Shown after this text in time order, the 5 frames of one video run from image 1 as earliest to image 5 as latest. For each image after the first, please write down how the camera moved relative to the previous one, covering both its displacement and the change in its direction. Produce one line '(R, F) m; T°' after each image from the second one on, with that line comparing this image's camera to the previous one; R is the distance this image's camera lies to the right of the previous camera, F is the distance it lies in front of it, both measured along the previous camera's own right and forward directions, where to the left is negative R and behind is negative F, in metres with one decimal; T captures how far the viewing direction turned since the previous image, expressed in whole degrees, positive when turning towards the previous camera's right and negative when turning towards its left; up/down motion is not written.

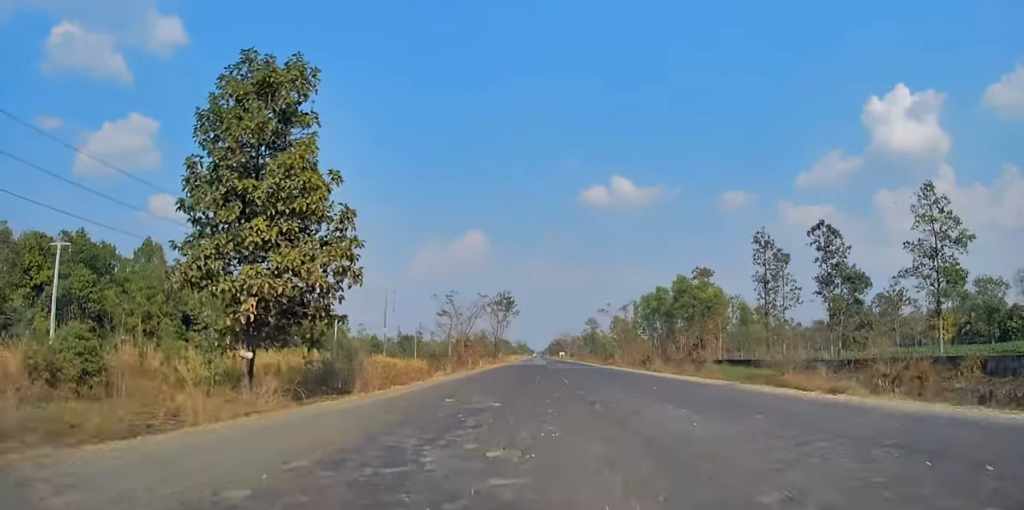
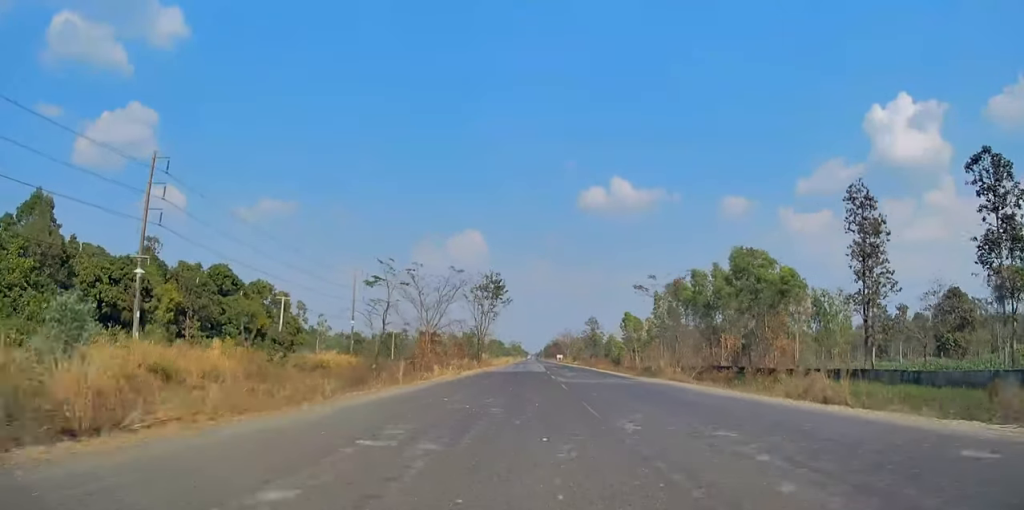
(+0.2, +25.4) m; 0°
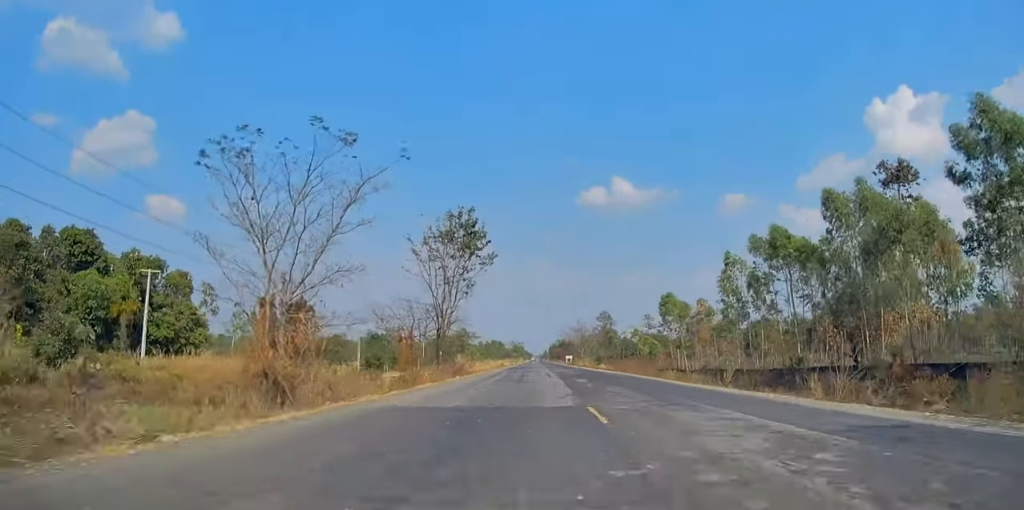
(-0.1, +36.8) m; 0°
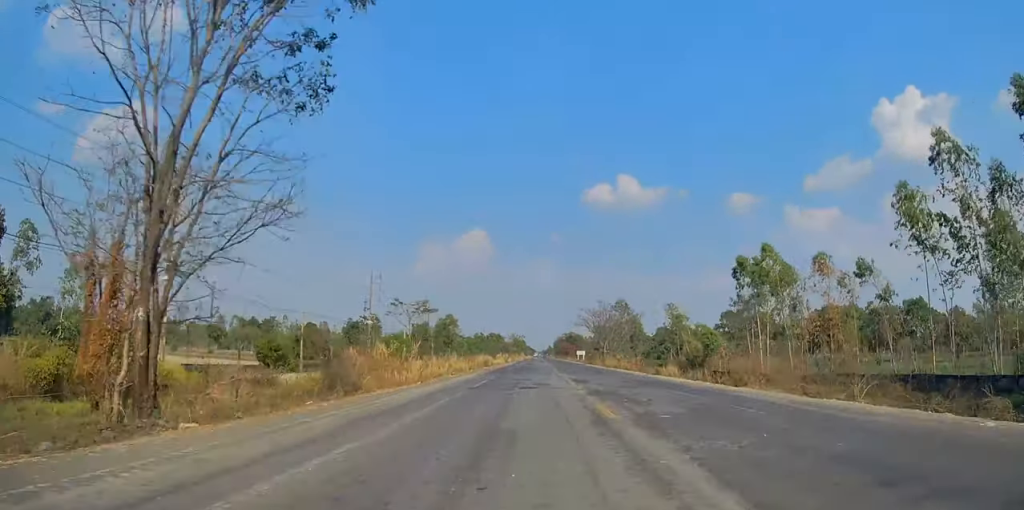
(+0.1, +36.7) m; 0°
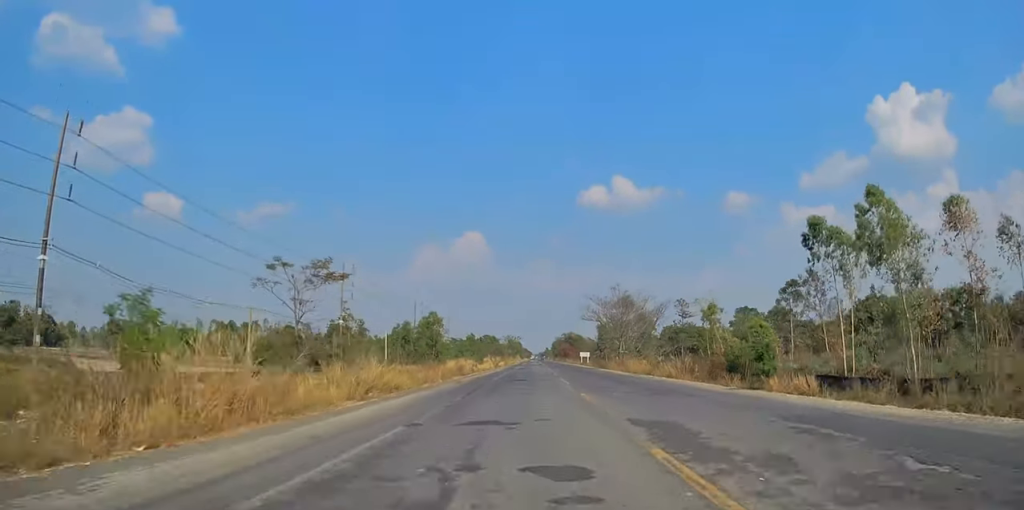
(0.0, +18.5) m; 0°
